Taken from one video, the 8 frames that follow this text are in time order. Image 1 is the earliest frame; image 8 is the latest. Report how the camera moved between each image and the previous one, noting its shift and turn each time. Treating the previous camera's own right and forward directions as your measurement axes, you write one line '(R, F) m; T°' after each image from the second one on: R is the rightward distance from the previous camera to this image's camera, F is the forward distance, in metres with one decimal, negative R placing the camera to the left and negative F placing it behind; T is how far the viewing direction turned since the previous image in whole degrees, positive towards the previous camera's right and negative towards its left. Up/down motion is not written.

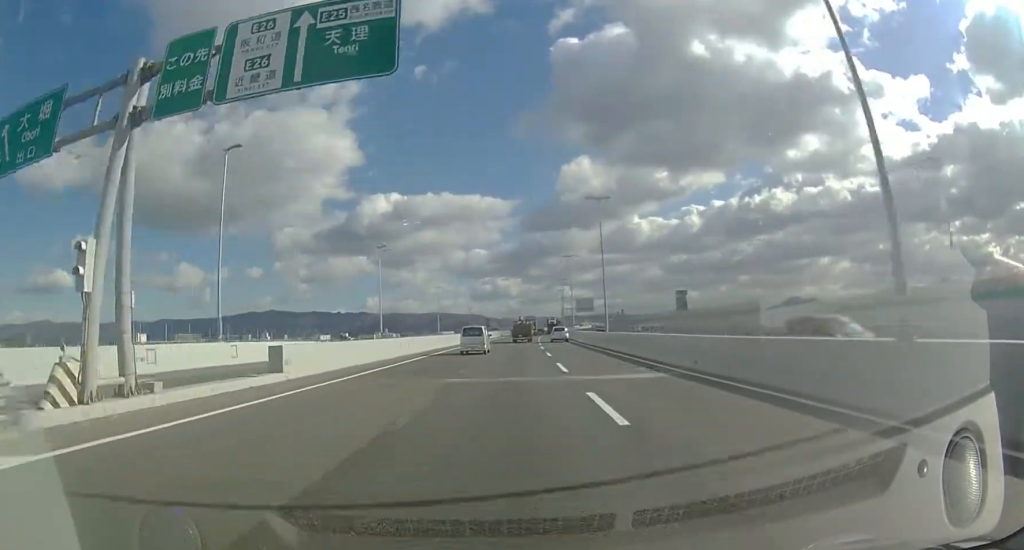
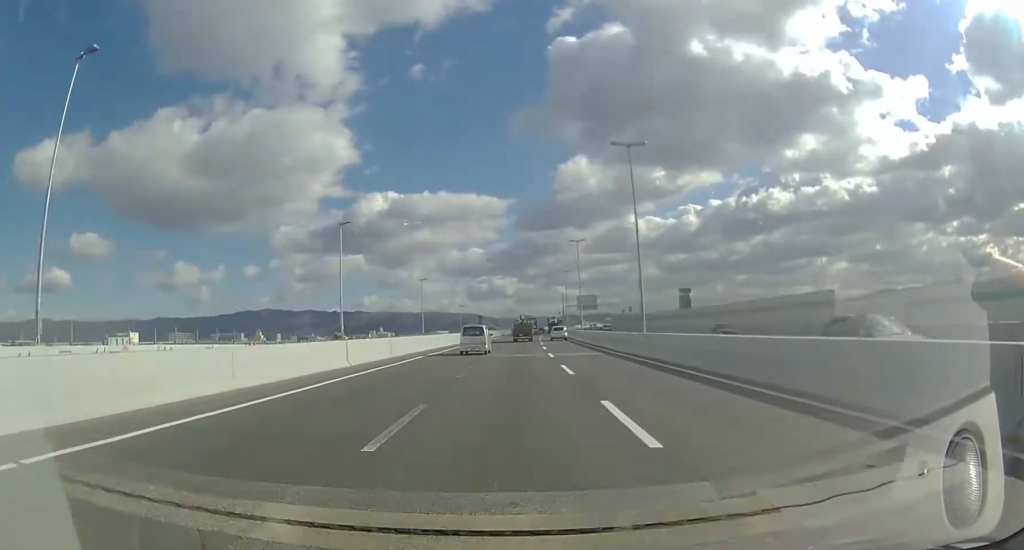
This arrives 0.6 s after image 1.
(0.0, +11.9) m; 0°
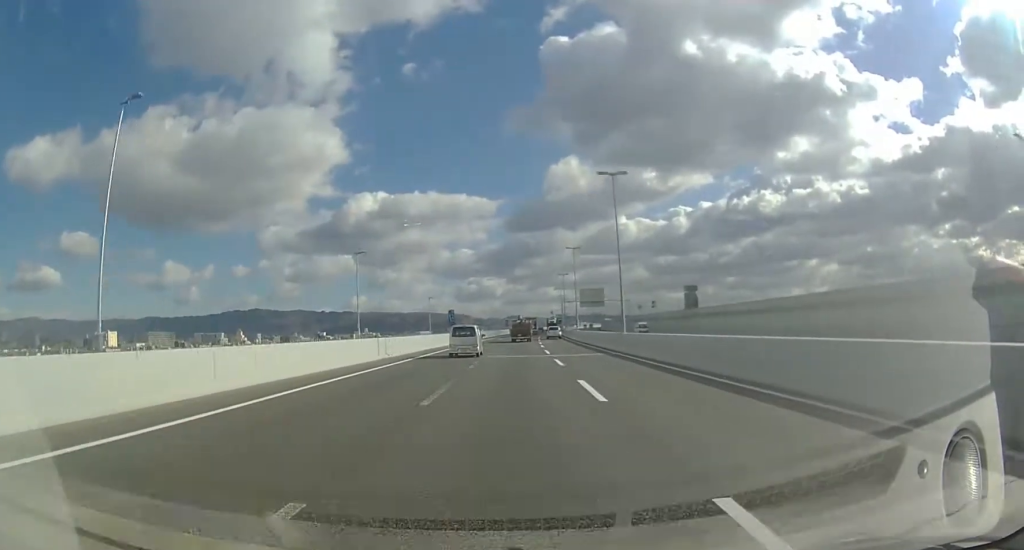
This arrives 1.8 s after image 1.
(0.0, +25.5) m; 0°
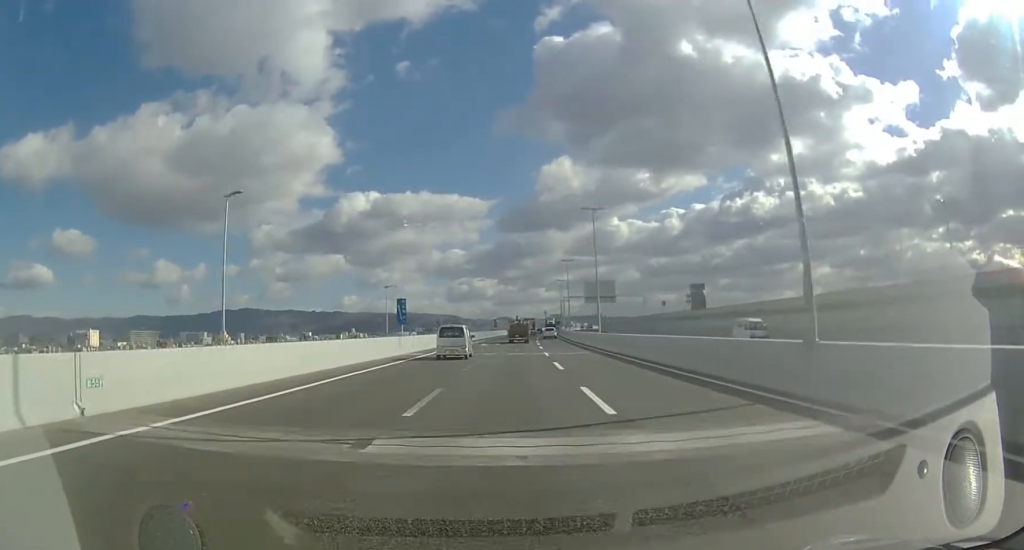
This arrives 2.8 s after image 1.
(0.0, +22.0) m; 0°
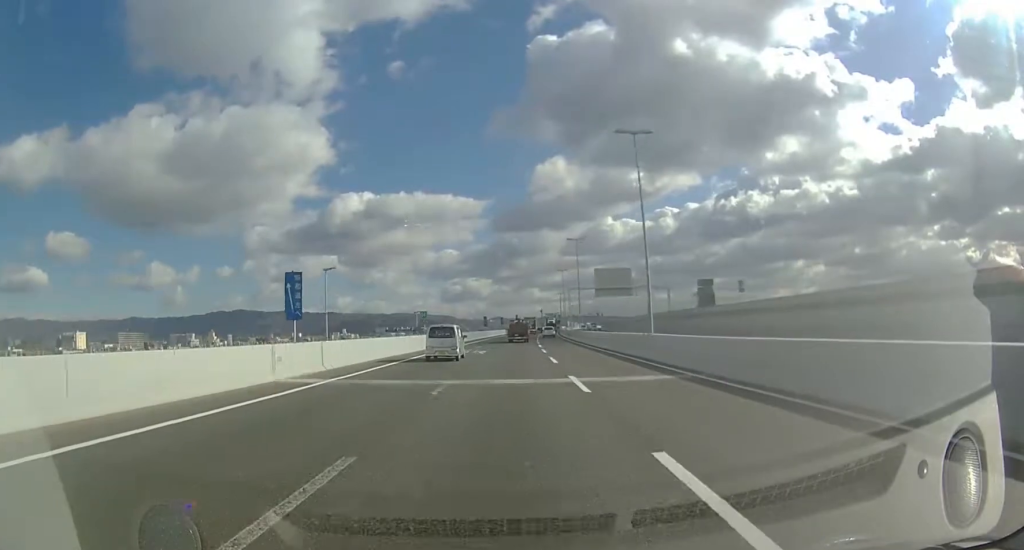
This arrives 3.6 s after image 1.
(0.0, +16.7) m; 0°
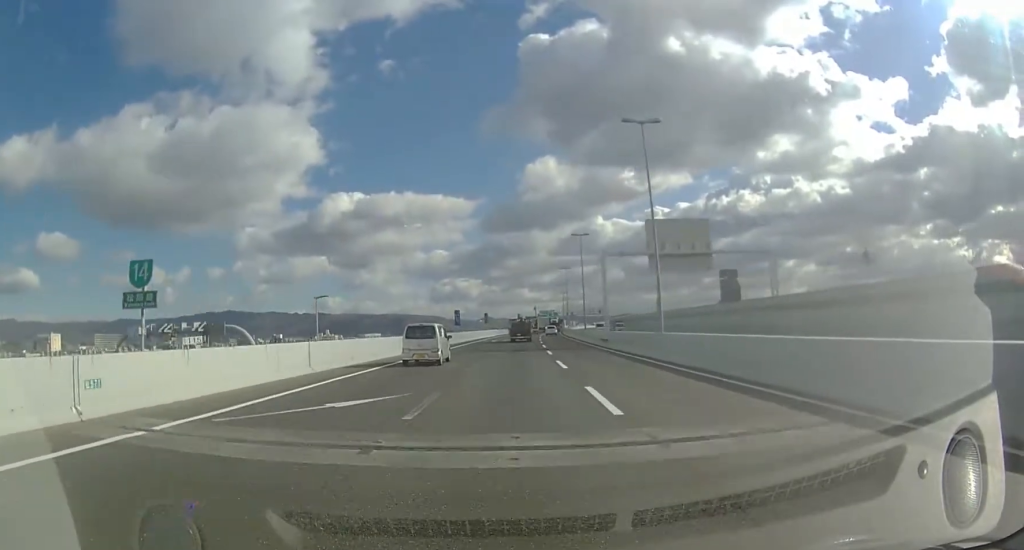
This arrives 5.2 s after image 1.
(0.0, +32.1) m; 0°
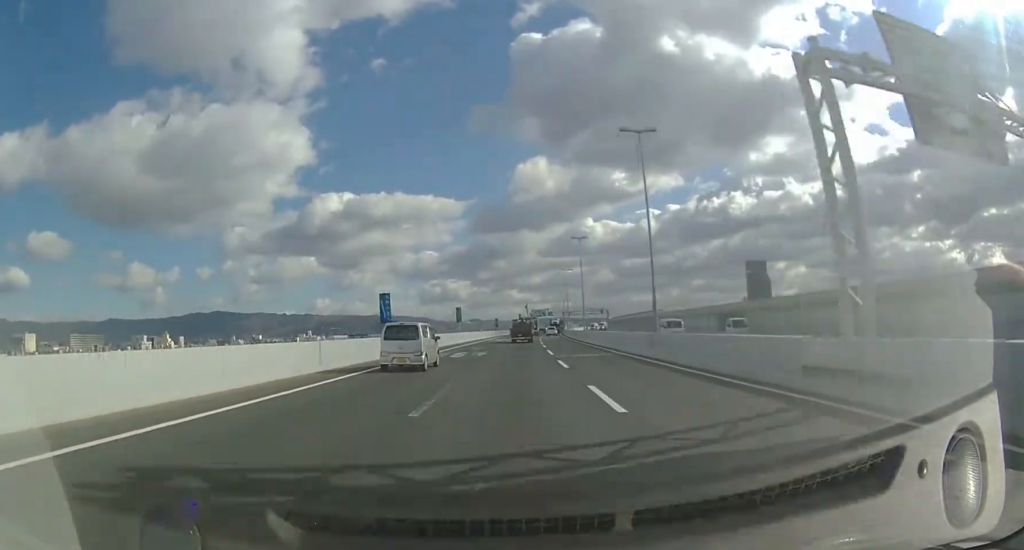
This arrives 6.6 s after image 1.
(+0.9, +30.3) m; +4°
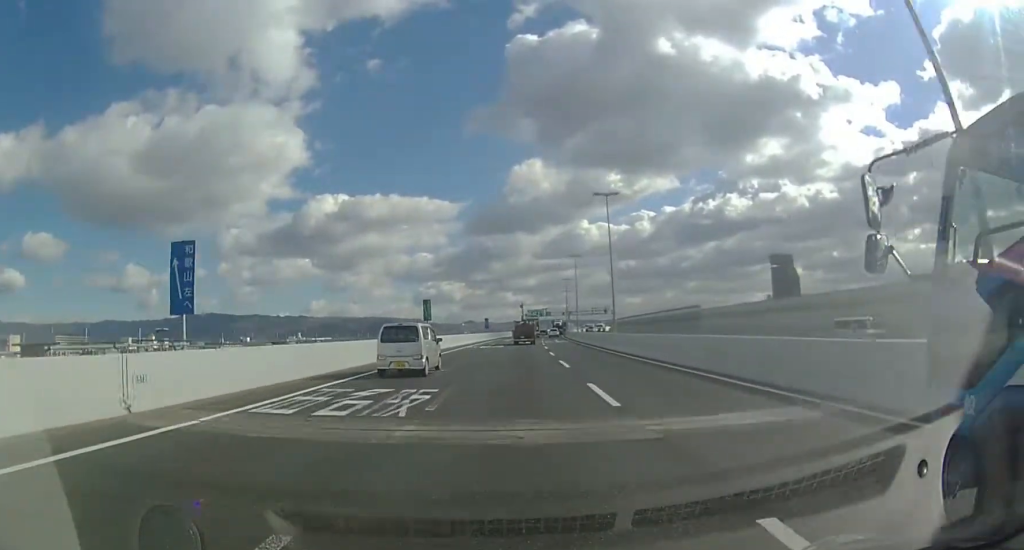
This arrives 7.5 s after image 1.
(+0.6, +18.8) m; +2°
